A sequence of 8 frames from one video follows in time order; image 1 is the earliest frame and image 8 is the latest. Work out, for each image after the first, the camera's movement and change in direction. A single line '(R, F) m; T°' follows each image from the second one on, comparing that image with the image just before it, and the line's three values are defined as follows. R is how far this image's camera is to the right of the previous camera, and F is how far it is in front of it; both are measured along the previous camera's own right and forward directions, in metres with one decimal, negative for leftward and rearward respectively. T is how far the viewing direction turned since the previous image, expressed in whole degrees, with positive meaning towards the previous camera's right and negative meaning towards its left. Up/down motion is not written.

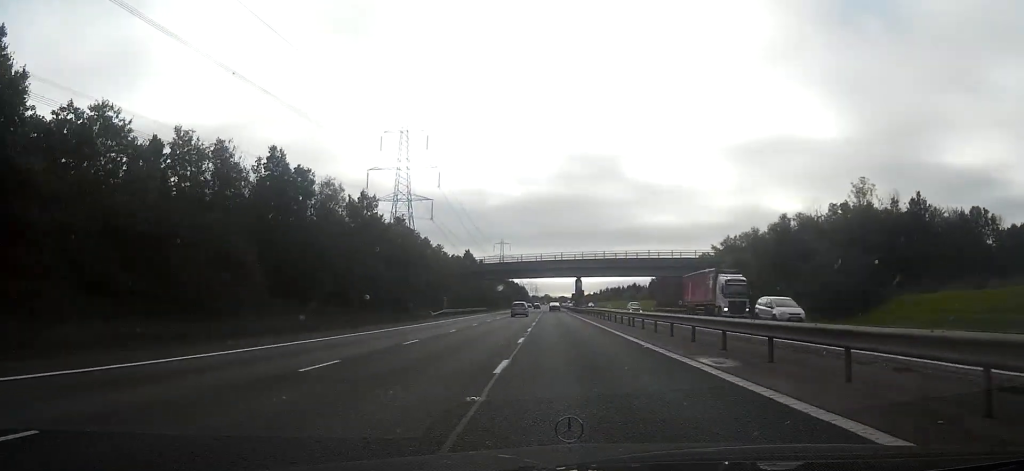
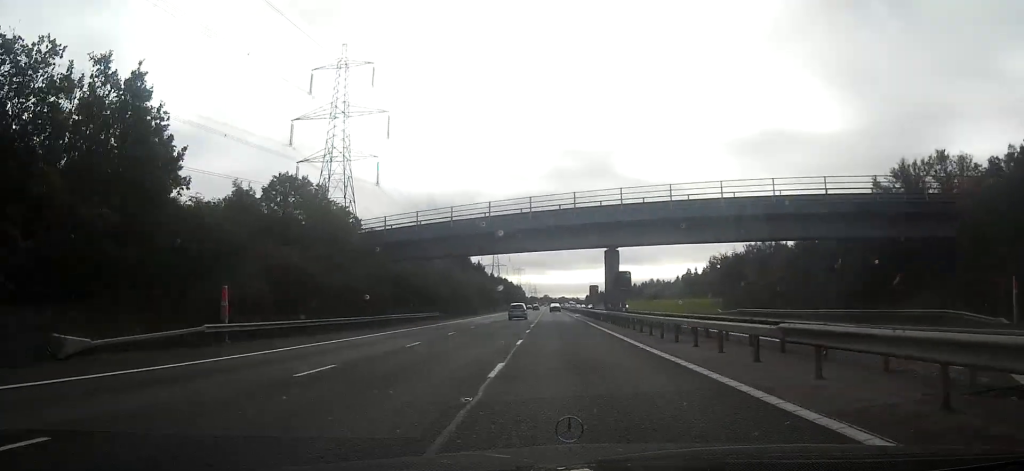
(+0.2, +53.5) m; 0°
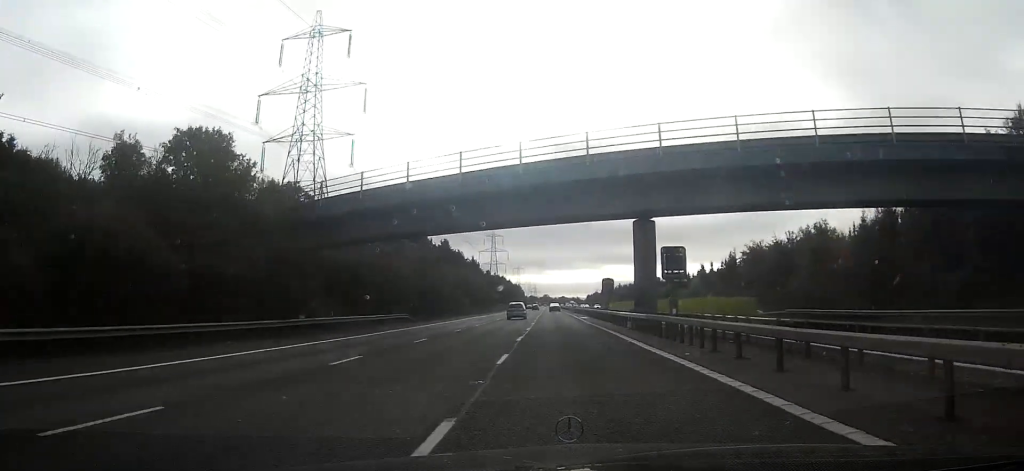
(0.0, +15.9) m; 0°
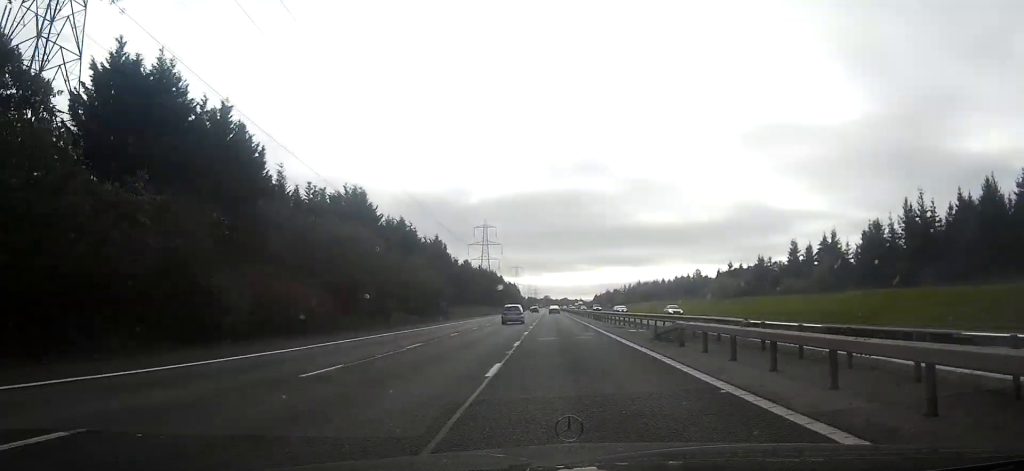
(0.0, +64.2) m; 0°
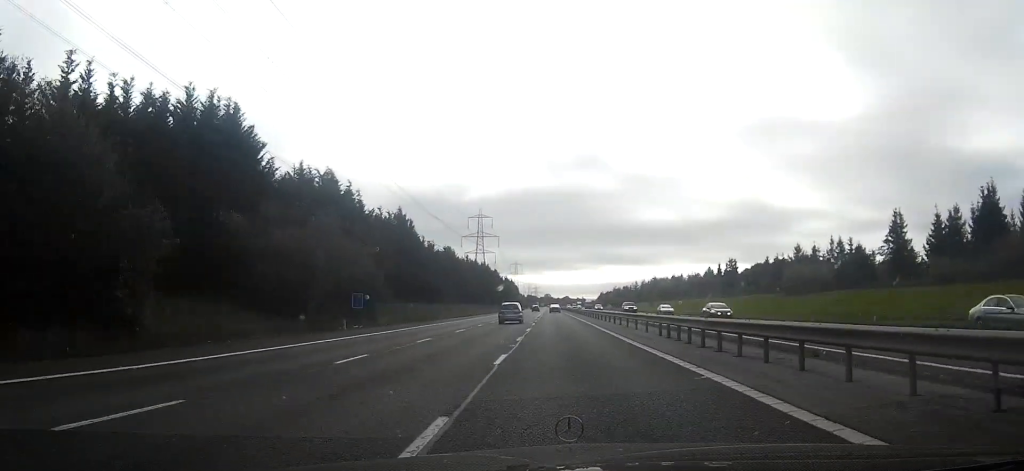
(0.0, +33.8) m; 0°
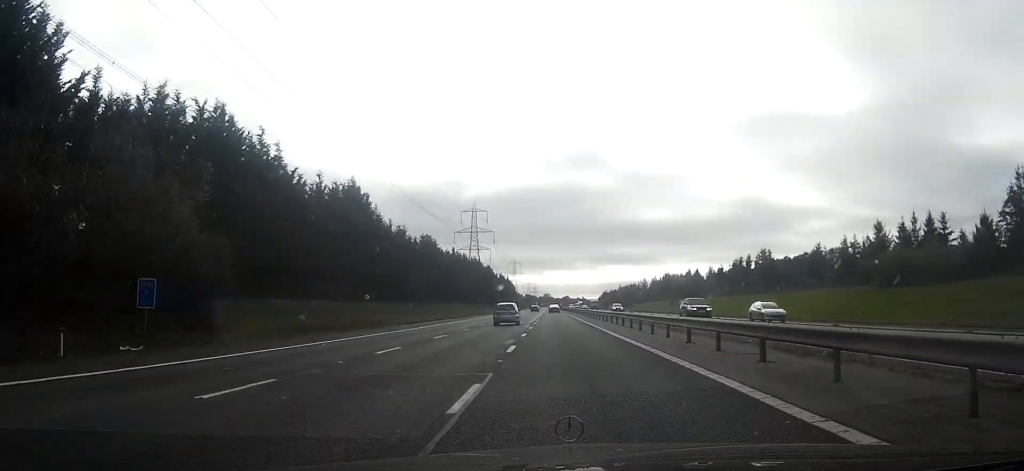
(0.0, +23.9) m; 0°
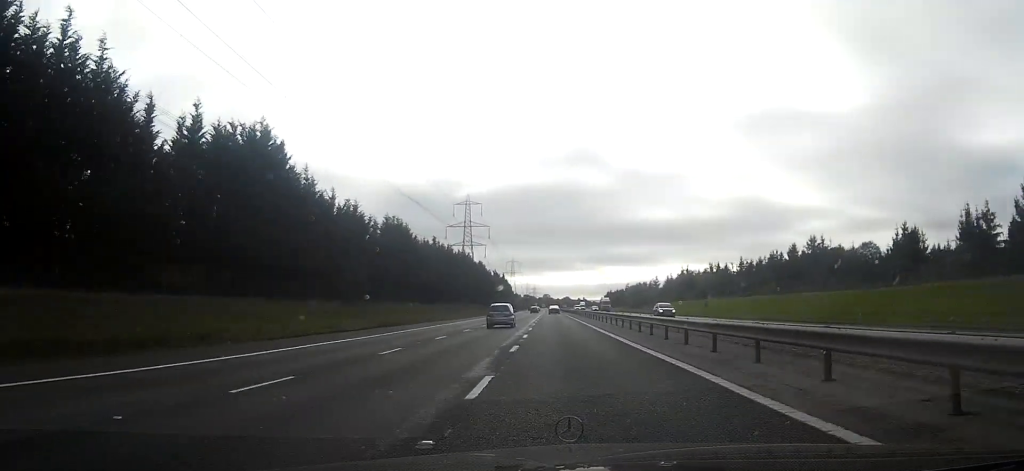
(0.0, +25.4) m; 0°
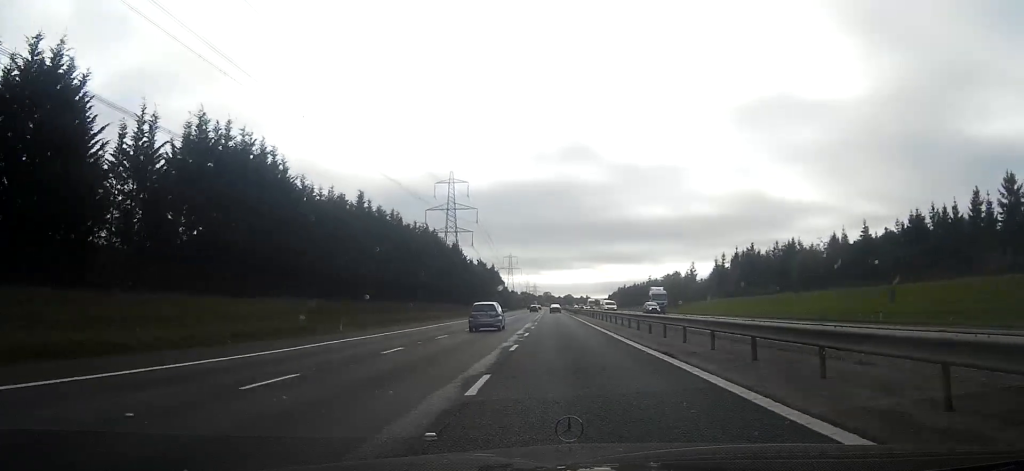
(+0.1, +51.0) m; 0°
